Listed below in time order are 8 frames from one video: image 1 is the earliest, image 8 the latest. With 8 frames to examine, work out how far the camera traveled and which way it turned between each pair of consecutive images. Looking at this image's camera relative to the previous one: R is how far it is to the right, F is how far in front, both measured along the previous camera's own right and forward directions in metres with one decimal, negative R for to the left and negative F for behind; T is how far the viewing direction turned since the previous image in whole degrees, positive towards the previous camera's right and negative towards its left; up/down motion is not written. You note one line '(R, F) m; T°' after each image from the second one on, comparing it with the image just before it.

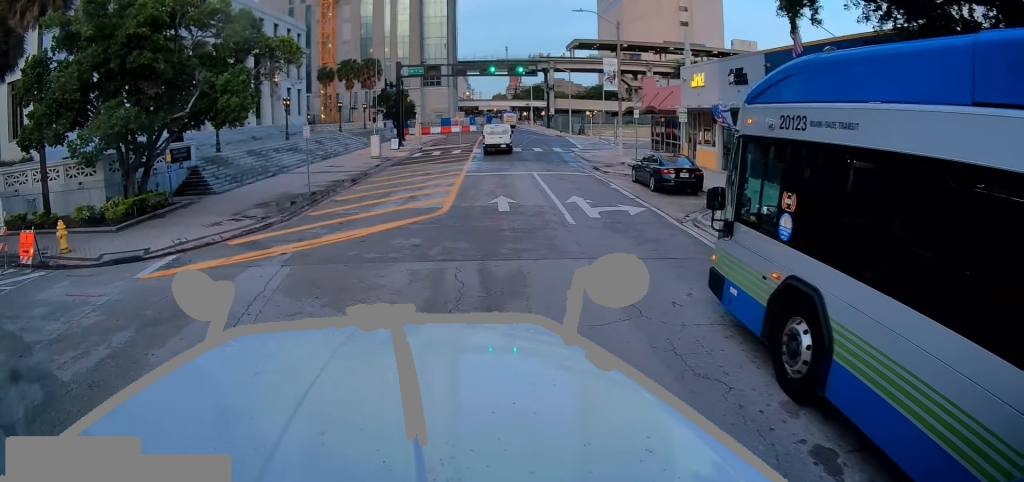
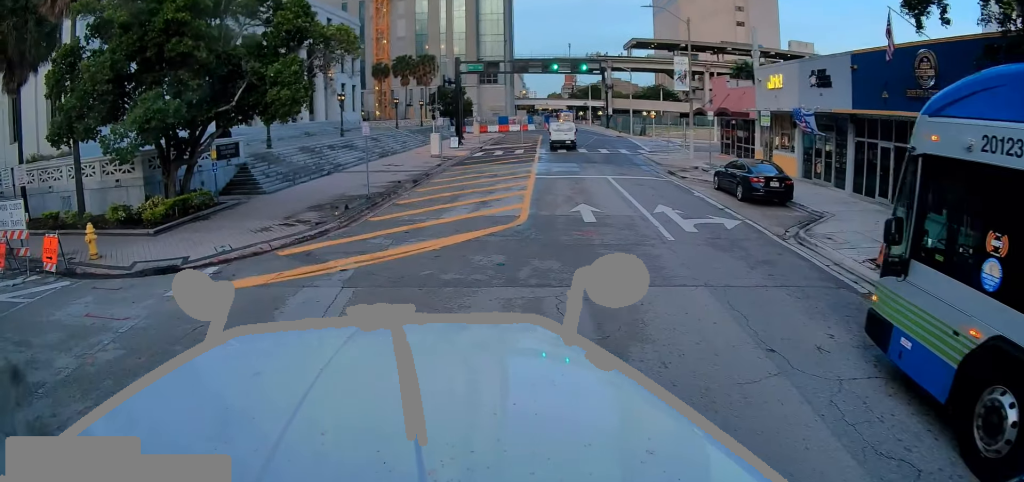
(+0.1, +1.2) m; -8°
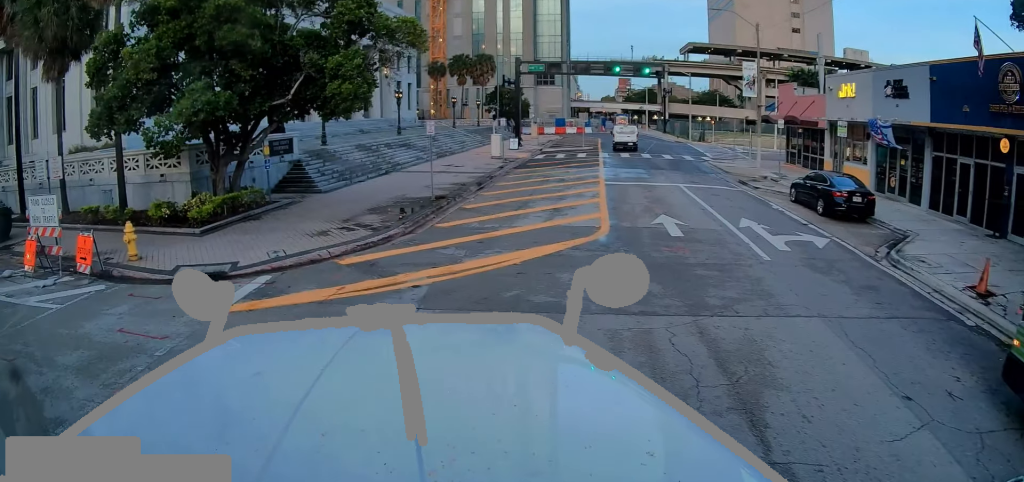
(+0.1, +0.8) m; -11°
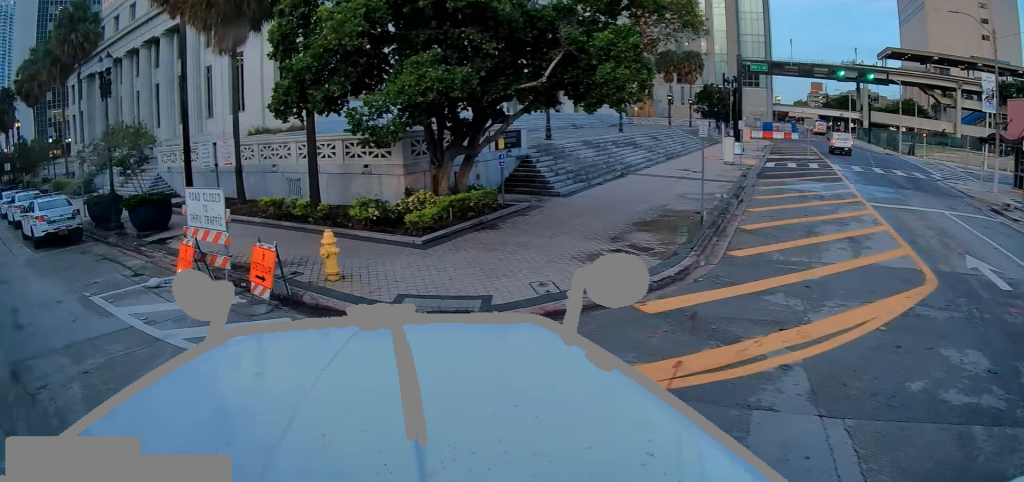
(-1.5, +2.8) m; -44°
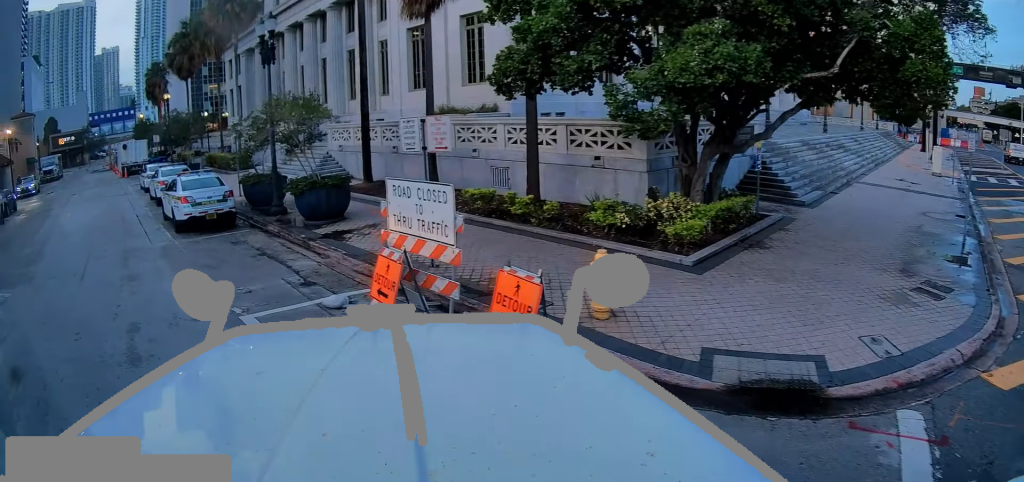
(-0.6, +3.2) m; -23°
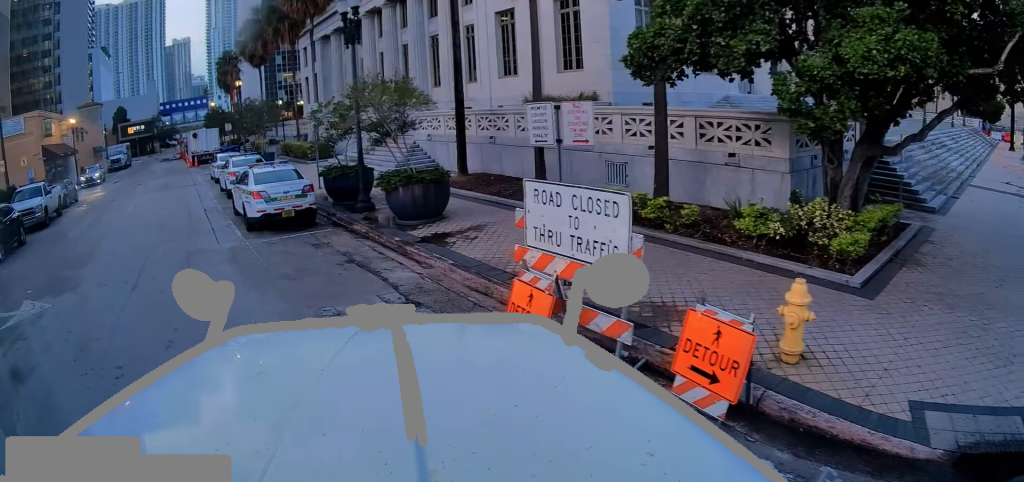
(-0.3, +2.2) m; -13°
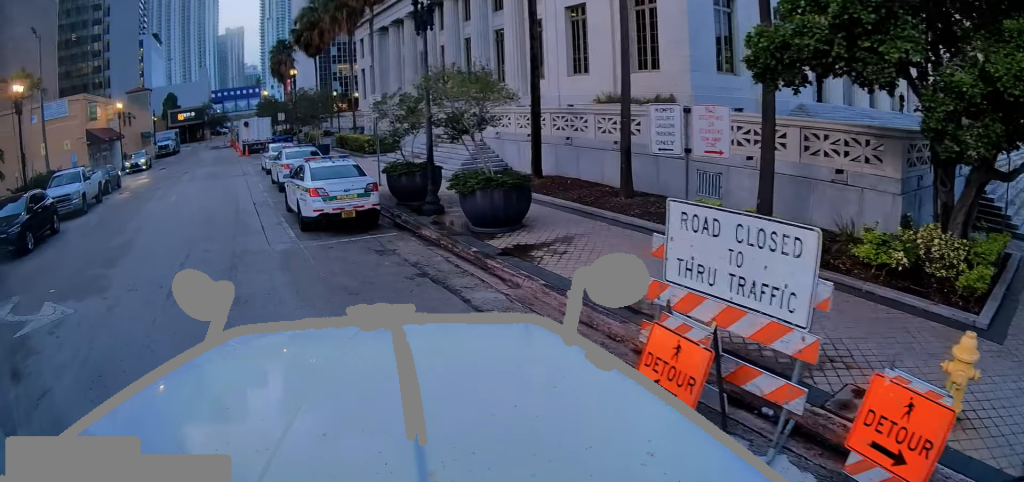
(-0.1, +1.4) m; -3°
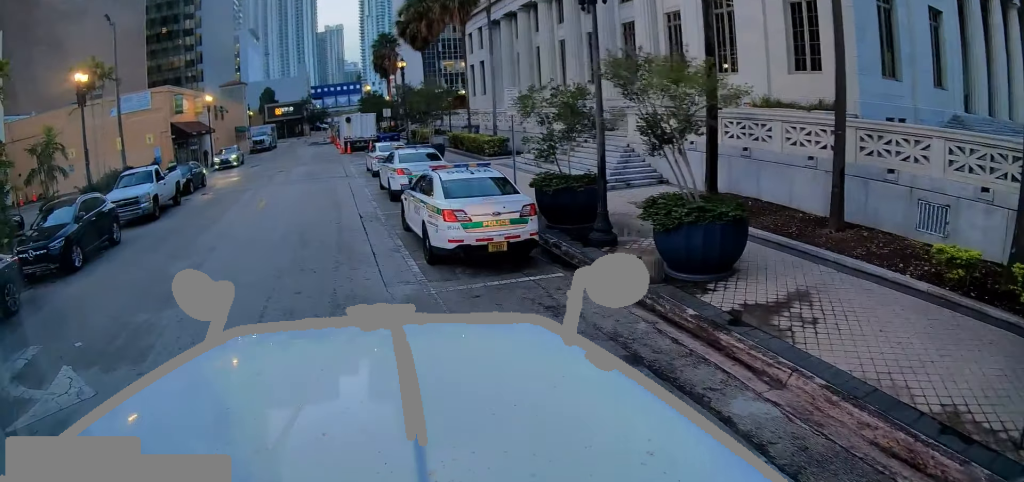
(+0.1, +3.1) m; -7°
